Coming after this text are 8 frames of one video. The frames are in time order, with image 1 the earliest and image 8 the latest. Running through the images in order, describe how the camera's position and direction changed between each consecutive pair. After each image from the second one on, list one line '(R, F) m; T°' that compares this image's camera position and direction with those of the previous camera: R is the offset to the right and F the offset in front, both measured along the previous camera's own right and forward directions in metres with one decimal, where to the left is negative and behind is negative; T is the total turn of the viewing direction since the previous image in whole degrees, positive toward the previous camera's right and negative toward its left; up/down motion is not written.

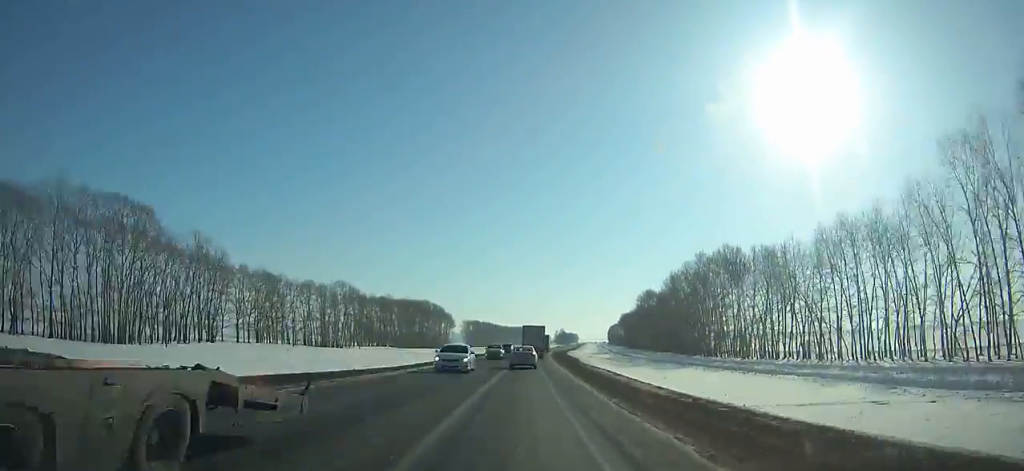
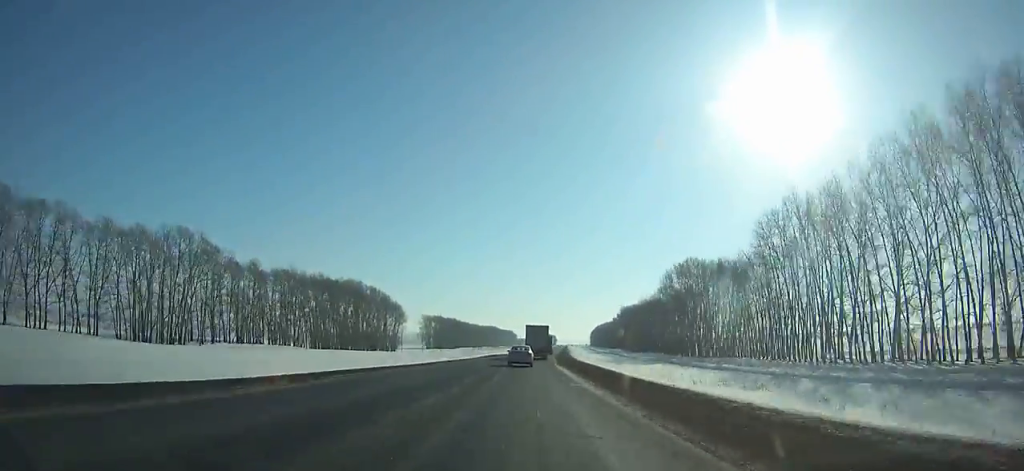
(+2.4, +85.9) m; +3°
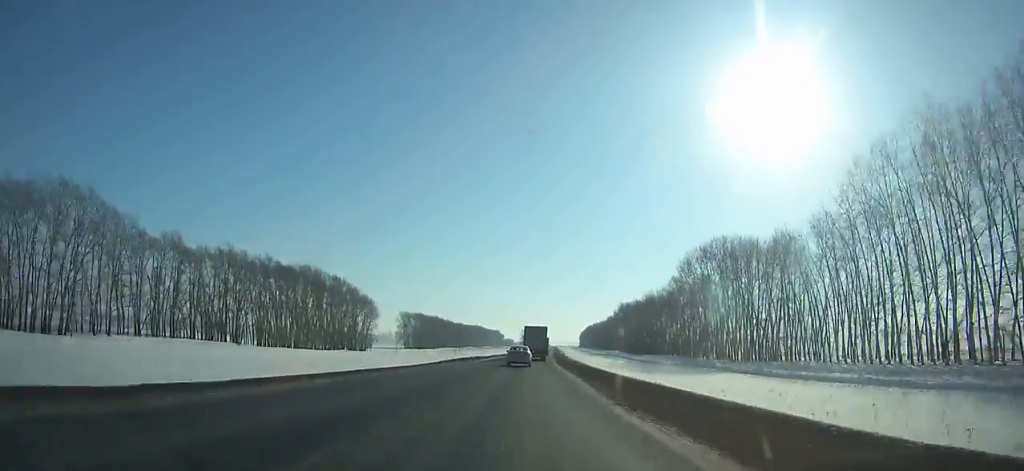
(+0.1, +32.2) m; +1°
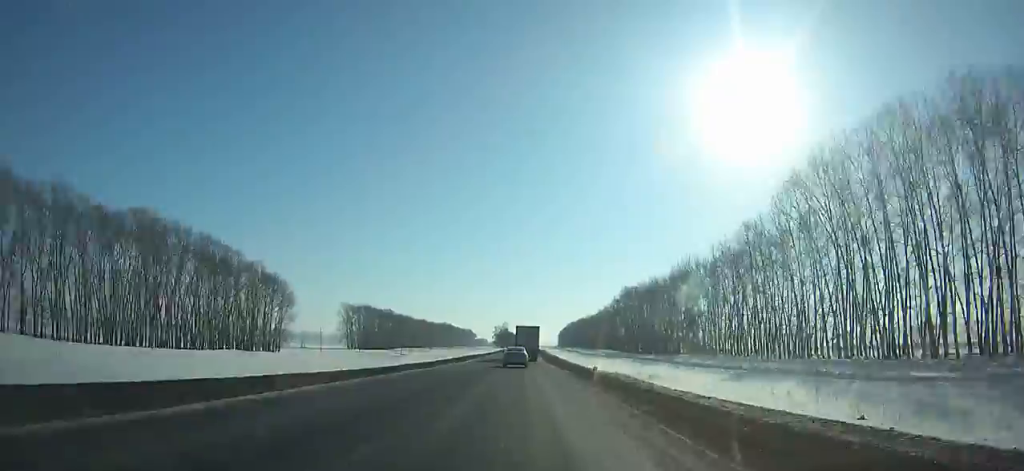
(+1.4, +70.9) m; +2°
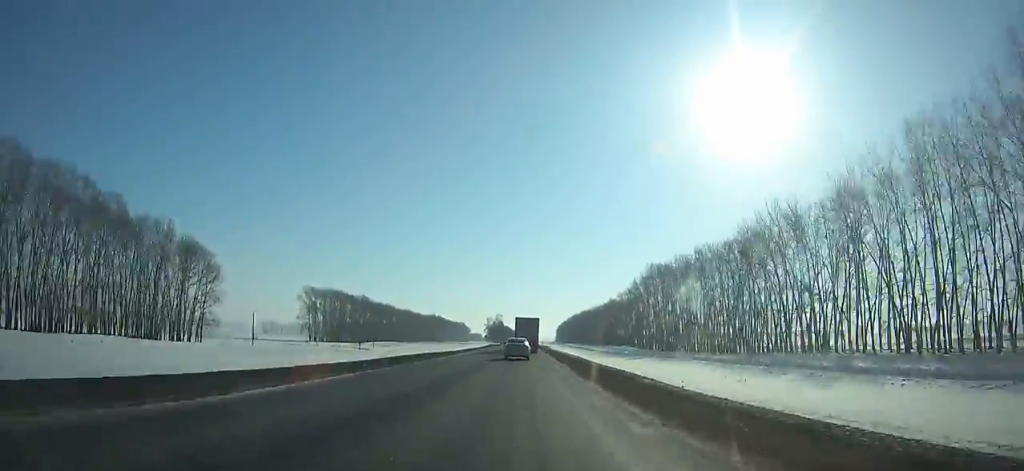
(+0.4, +47.3) m; +1°
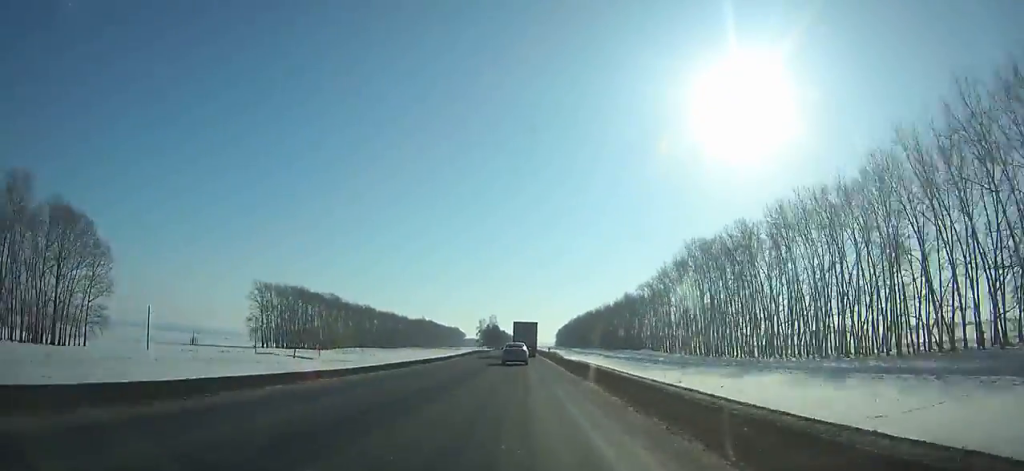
(+0.1, +43.0) m; 0°
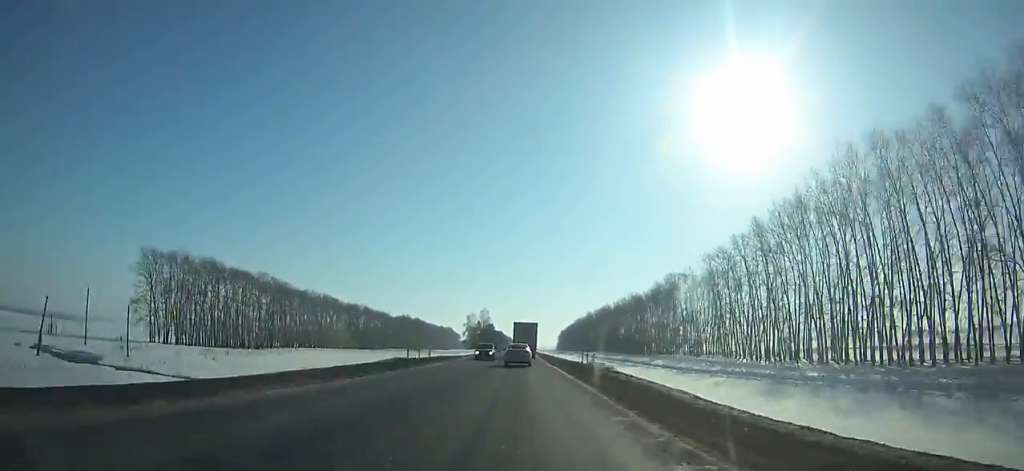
(+0.1, +64.5) m; 0°
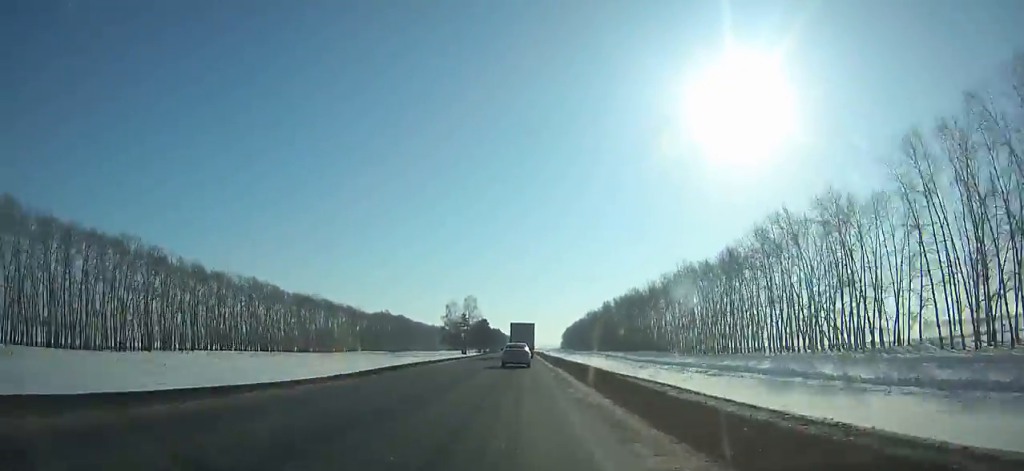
(0.0, +64.3) m; 0°
